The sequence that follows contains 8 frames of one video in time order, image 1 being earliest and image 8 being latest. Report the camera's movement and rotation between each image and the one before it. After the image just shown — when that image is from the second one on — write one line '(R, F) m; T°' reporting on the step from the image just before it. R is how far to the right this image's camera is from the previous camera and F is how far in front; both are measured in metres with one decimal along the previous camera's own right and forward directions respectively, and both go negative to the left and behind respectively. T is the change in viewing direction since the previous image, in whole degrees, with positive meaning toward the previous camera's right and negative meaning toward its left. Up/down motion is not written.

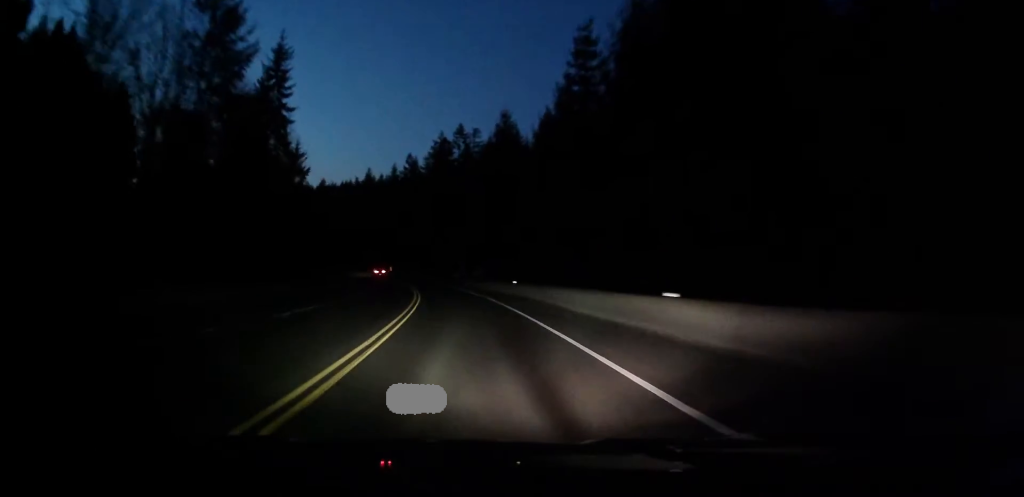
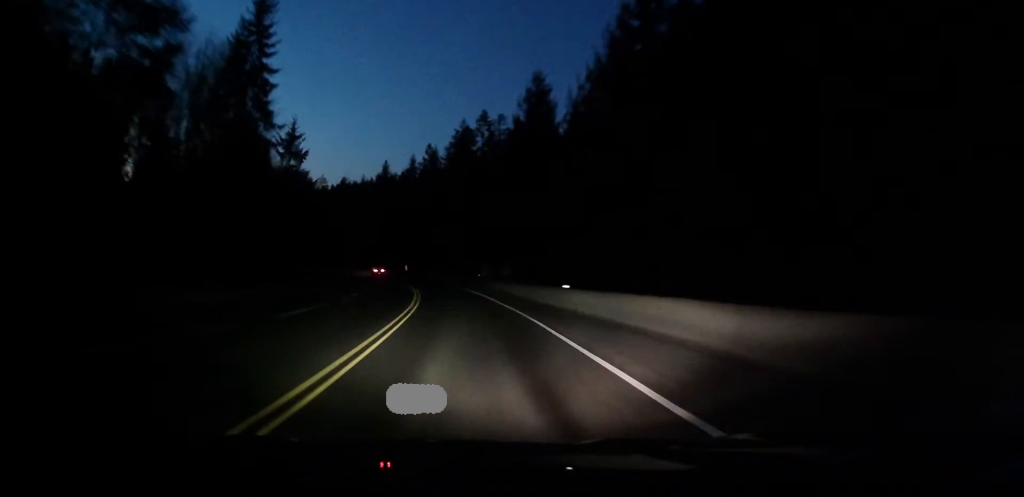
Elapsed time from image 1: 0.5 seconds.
(-0.1, +13.8) m; -2°
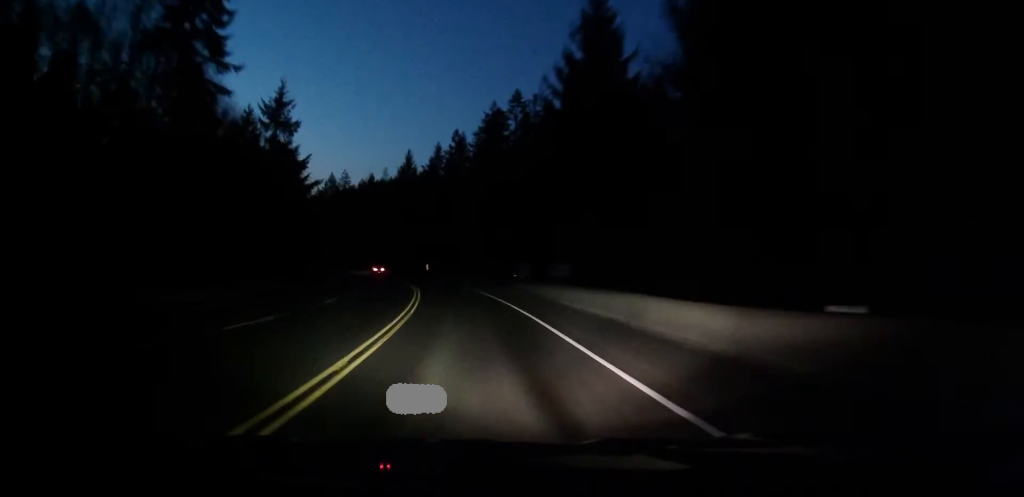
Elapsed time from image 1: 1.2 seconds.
(+0.1, +17.2) m; -3°
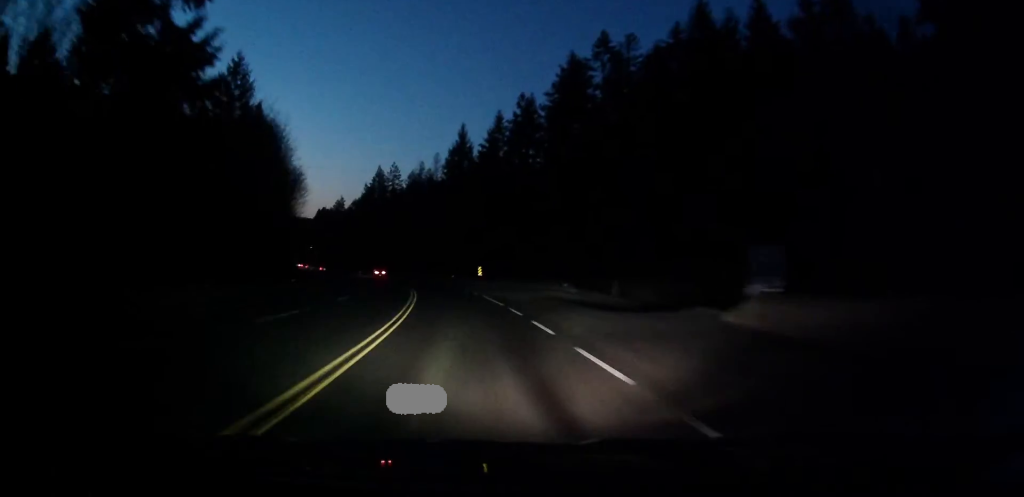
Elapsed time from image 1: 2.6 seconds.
(-2.7, +35.9) m; -7°
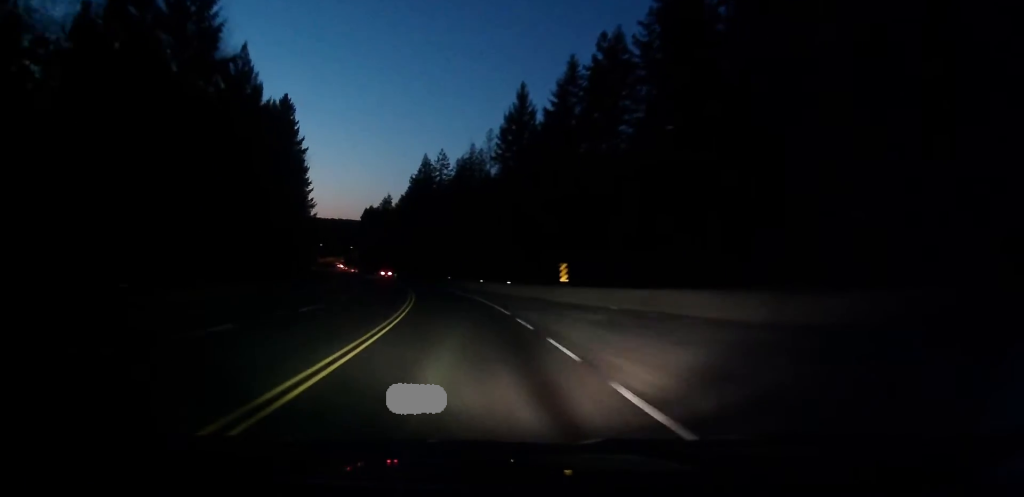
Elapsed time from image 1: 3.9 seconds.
(-1.1, +32.7) m; -4°
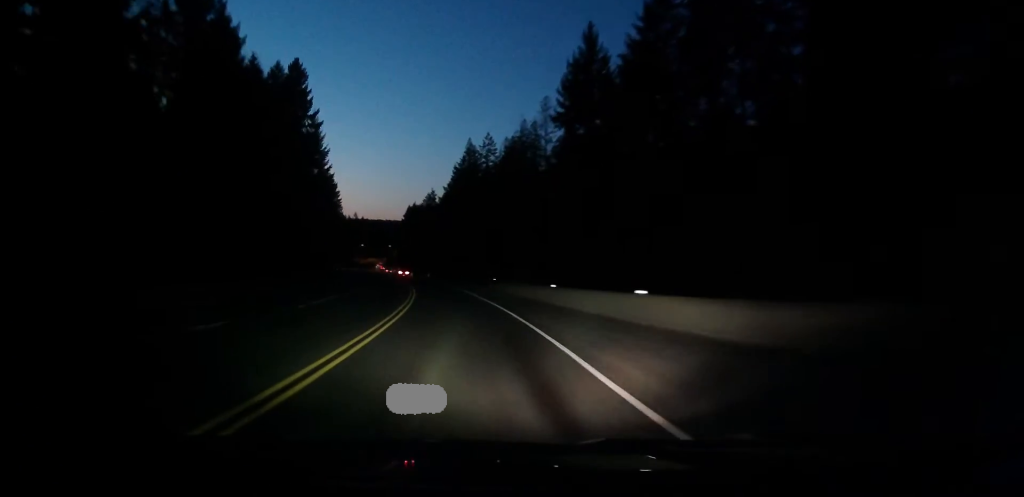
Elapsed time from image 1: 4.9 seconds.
(-0.8, +26.8) m; -6°
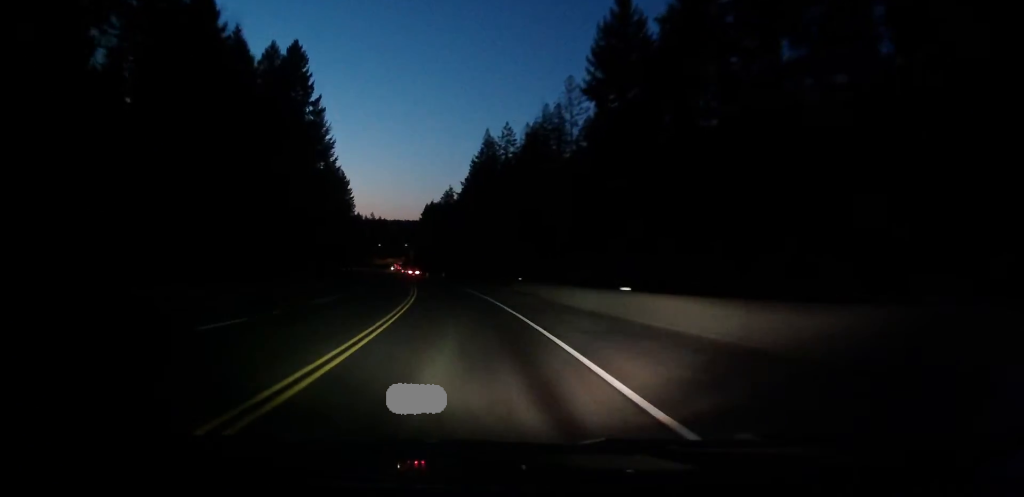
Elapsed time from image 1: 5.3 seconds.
(-0.4, +11.1) m; -3°
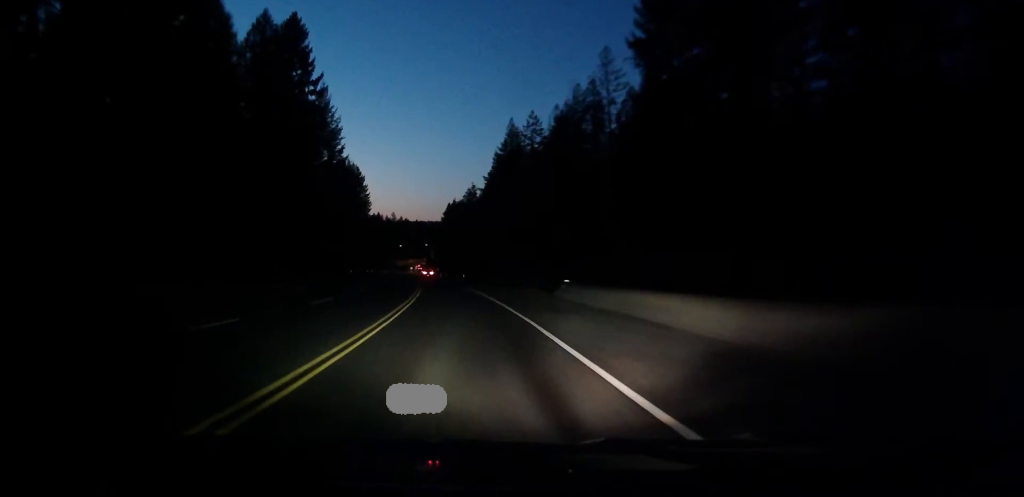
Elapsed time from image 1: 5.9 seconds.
(-0.8, +13.7) m; -3°
